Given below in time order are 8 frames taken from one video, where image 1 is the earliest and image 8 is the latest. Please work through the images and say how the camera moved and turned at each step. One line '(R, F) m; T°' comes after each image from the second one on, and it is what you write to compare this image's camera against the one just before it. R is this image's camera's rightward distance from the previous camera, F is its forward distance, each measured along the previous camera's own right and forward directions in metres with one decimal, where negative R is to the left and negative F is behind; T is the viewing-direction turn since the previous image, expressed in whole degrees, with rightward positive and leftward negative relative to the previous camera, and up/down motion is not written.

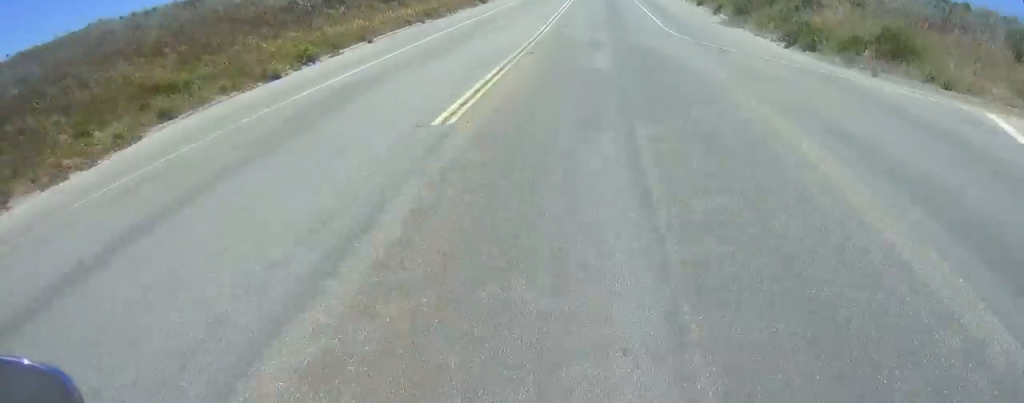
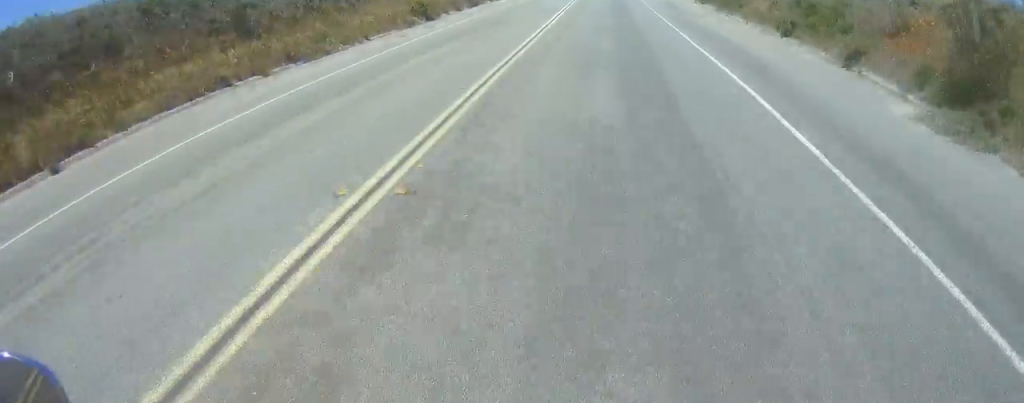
(+0.2, +17.4) m; +1°
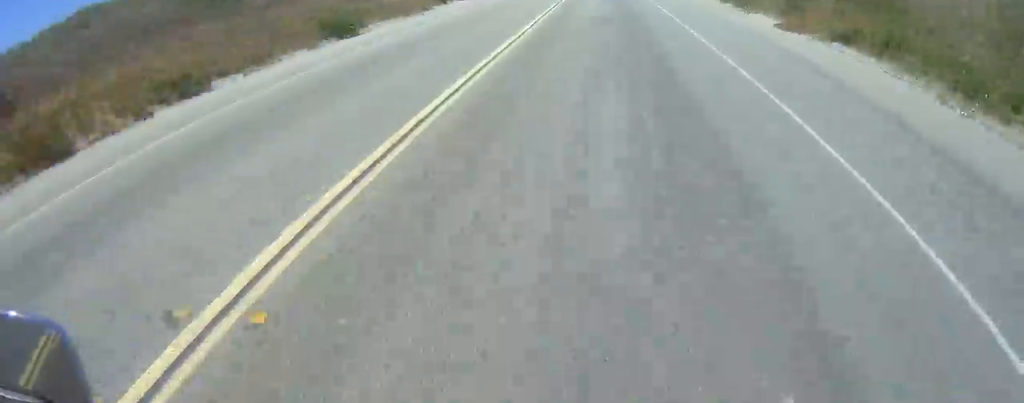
(-0.1, +32.2) m; -1°
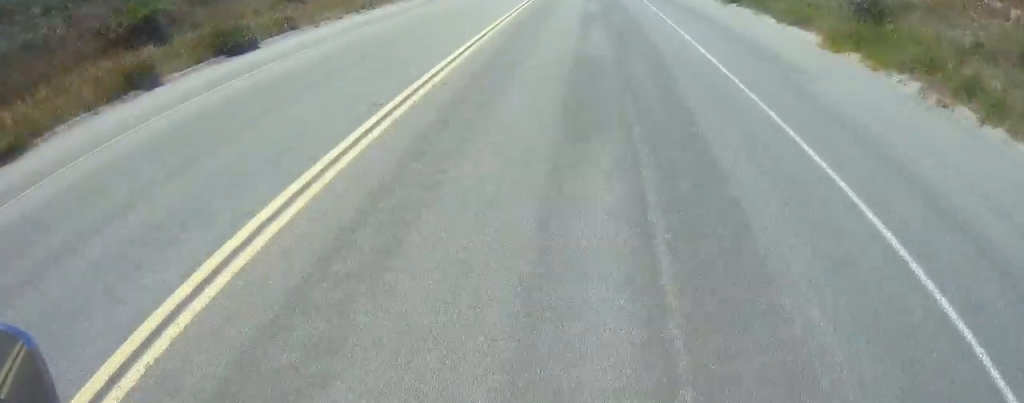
(0.0, +25.6) m; 0°
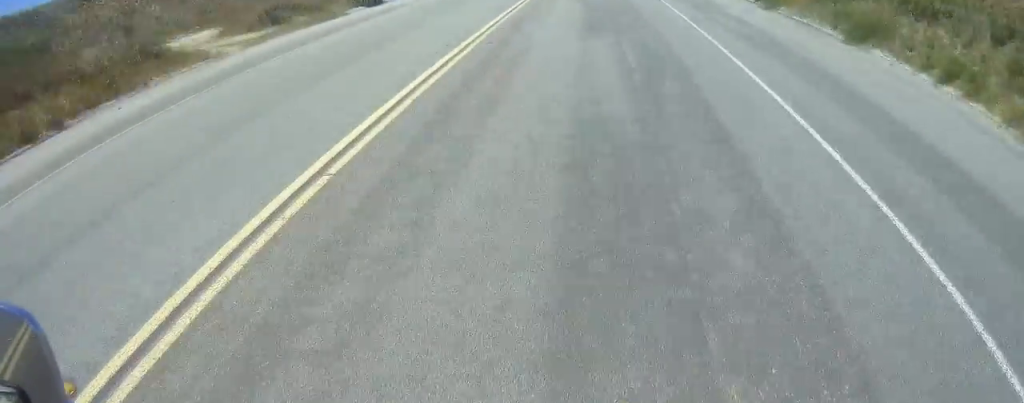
(0.0, +18.8) m; 0°
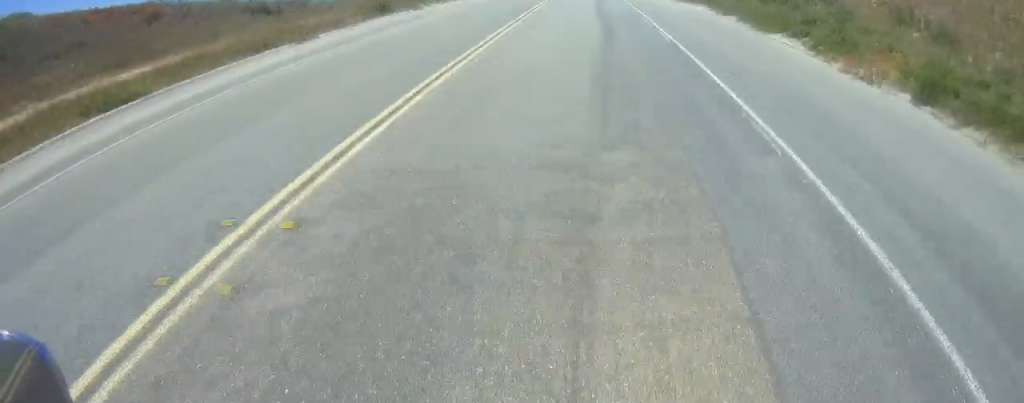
(0.0, +27.3) m; 0°
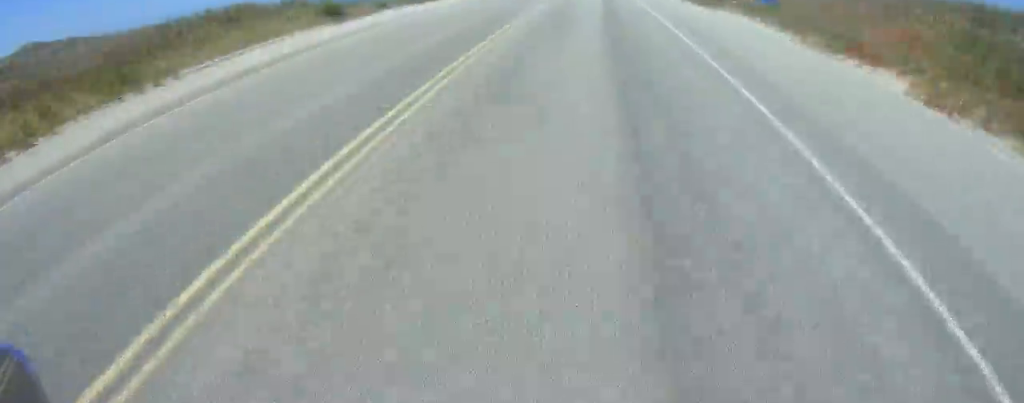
(0.0, +32.1) m; 0°
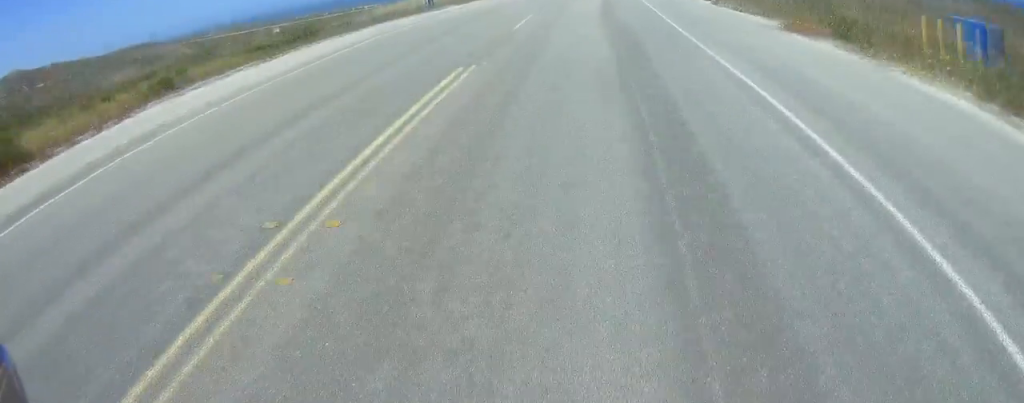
(0.0, +15.9) m; +2°
